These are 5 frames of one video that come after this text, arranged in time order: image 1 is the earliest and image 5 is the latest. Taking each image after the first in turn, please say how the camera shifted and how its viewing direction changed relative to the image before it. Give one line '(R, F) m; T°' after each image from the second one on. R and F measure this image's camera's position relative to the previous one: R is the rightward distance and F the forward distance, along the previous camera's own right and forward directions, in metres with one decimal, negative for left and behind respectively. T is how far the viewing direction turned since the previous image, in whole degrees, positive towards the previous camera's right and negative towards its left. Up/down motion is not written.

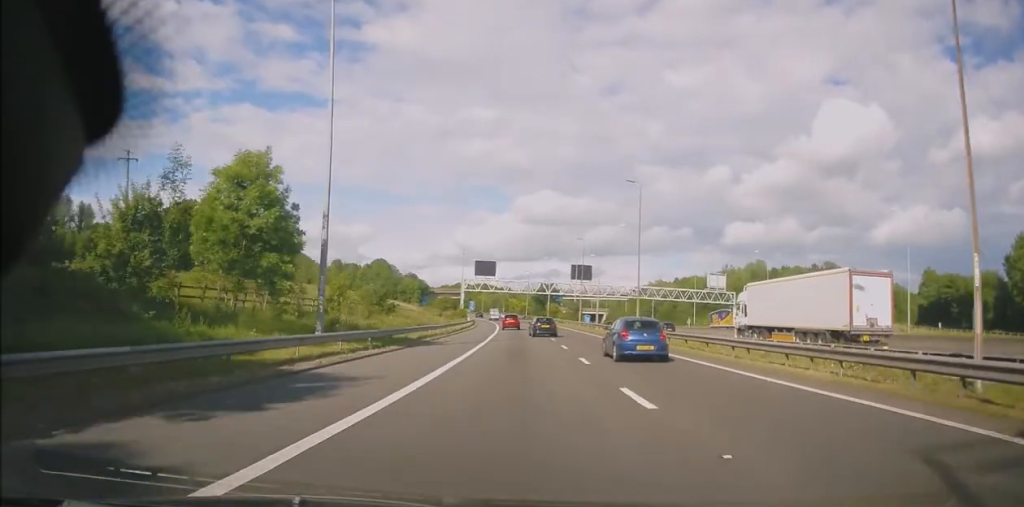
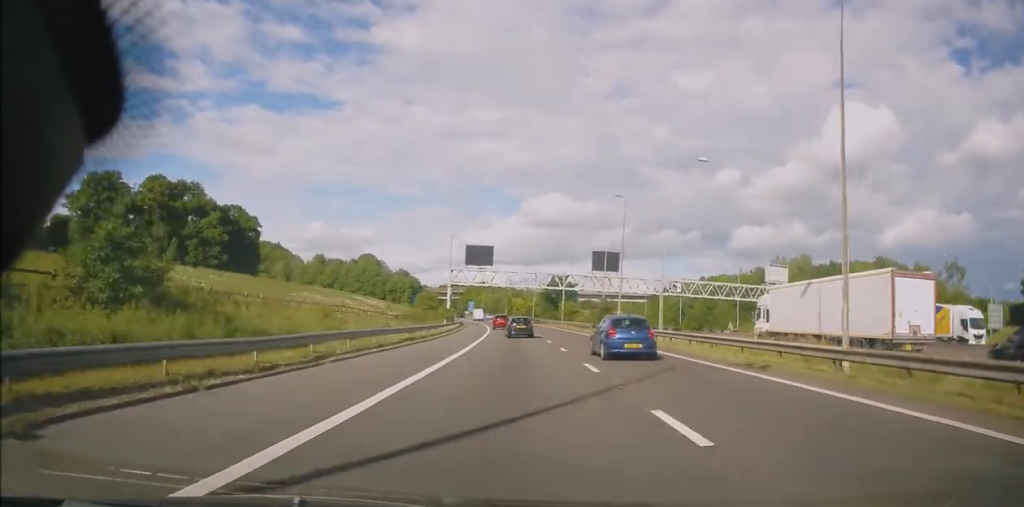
(-0.3, +30.4) m; -1°
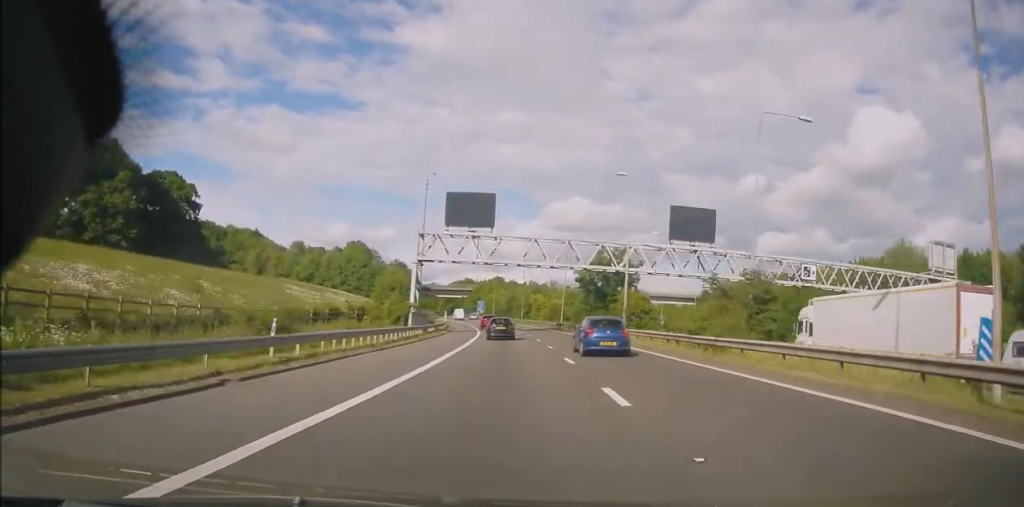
(-0.6, +41.4) m; -2°
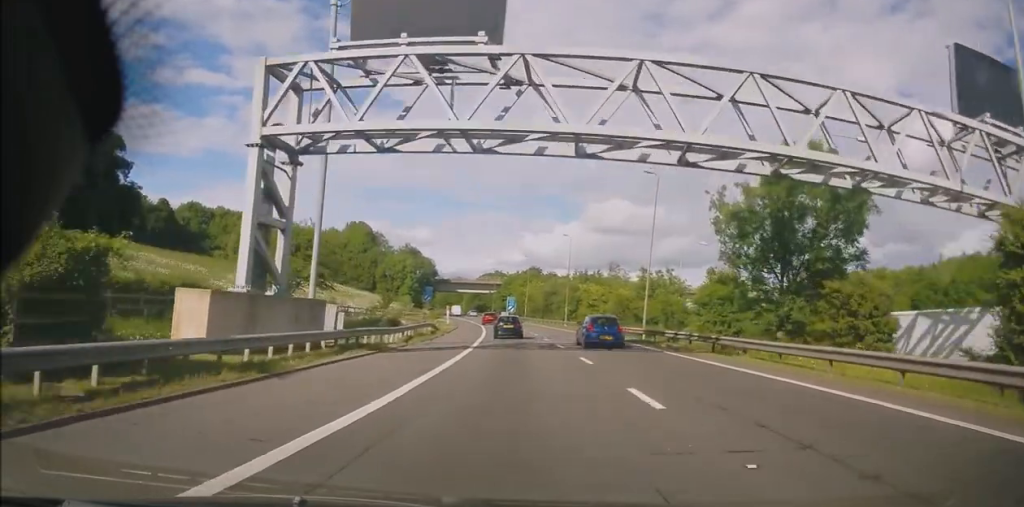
(-1.2, +36.6) m; -4°
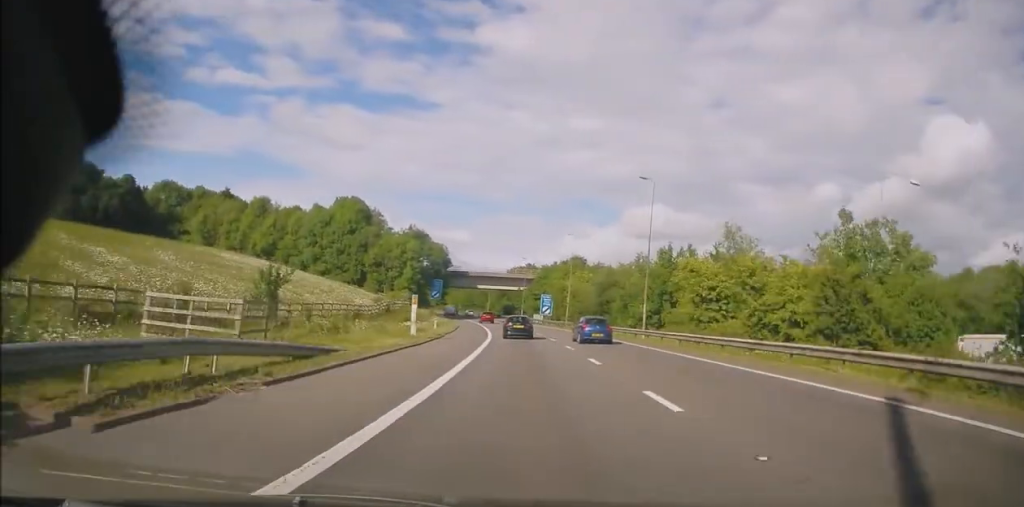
(-0.6, +34.3) m; -2°
